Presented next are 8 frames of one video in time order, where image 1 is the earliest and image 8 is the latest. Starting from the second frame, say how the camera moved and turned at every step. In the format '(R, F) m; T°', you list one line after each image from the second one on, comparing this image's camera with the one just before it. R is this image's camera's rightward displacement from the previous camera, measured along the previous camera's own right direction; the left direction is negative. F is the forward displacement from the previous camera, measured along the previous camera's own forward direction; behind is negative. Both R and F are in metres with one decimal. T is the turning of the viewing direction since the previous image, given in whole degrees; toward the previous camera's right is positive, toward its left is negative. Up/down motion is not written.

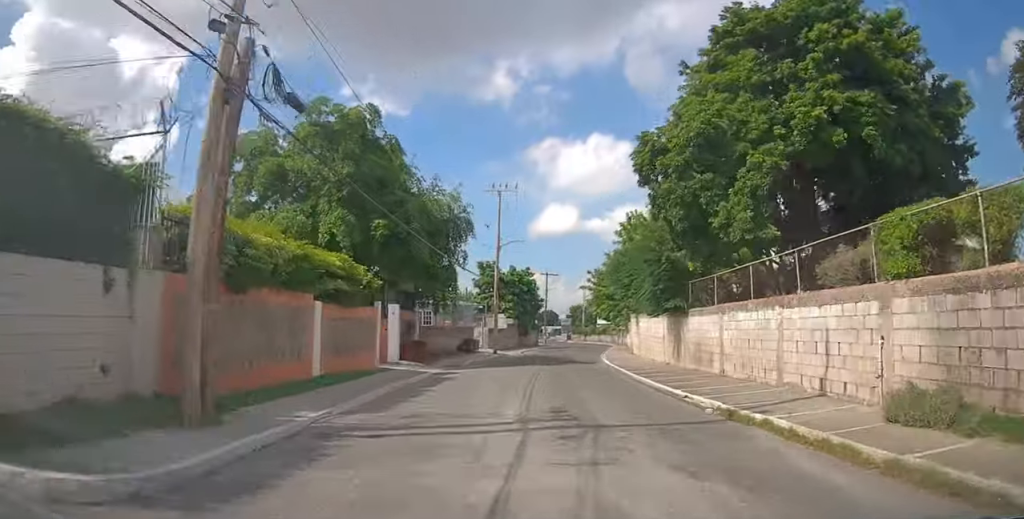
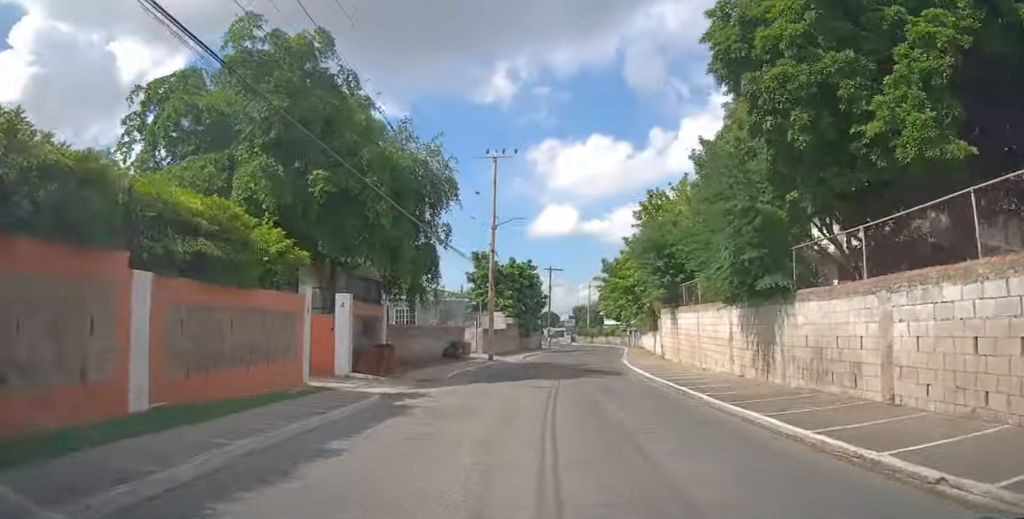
(+0.1, +7.7) m; +1°
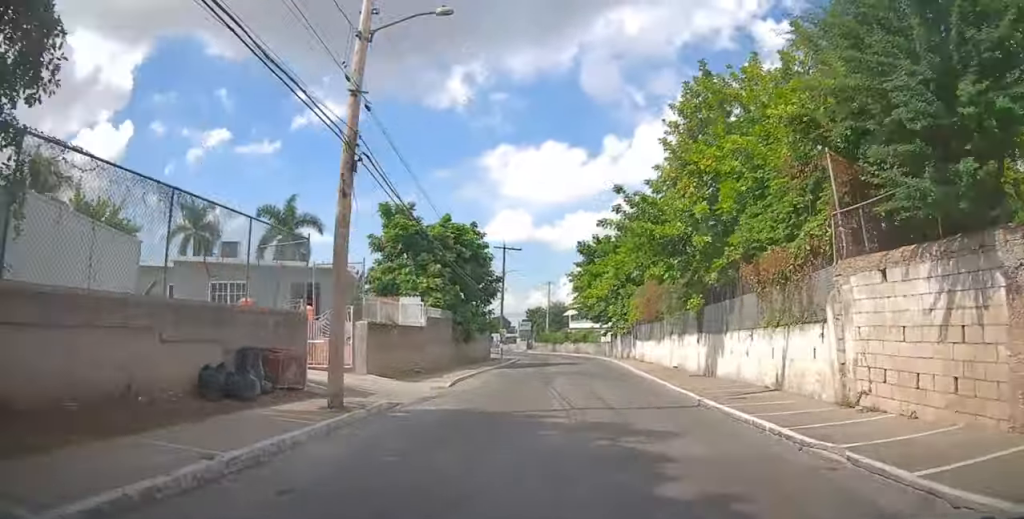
(+0.7, +19.8) m; +5°
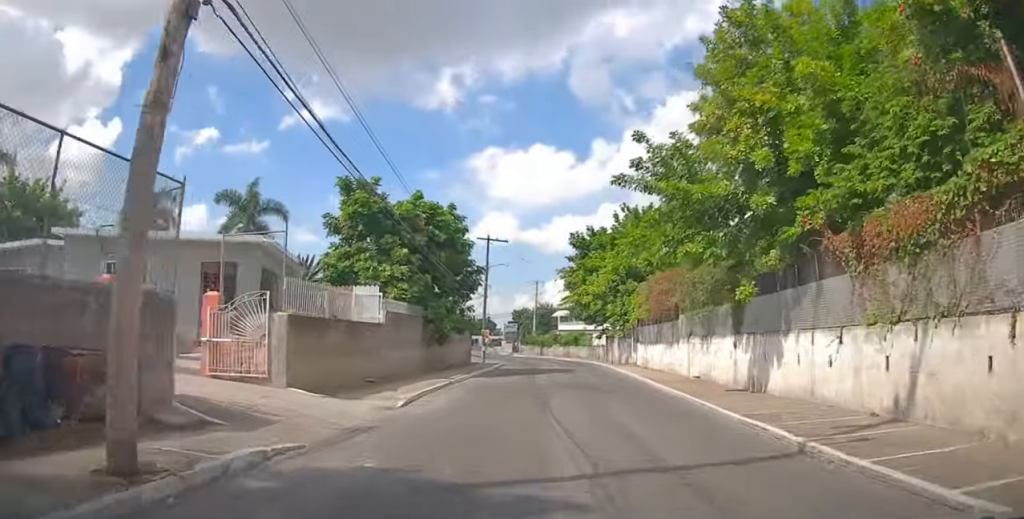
(+0.1, +5.3) m; +1°
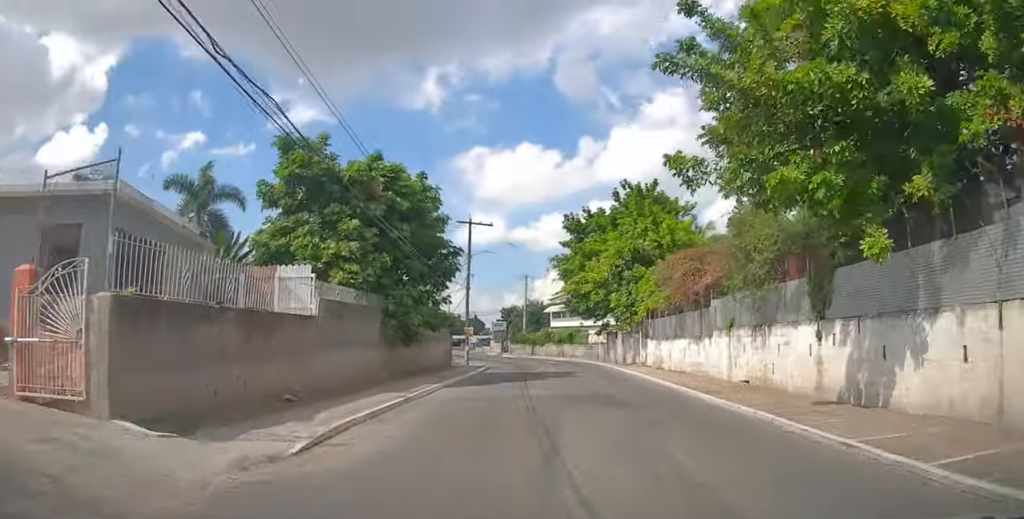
(+0.1, +5.6) m; +1°
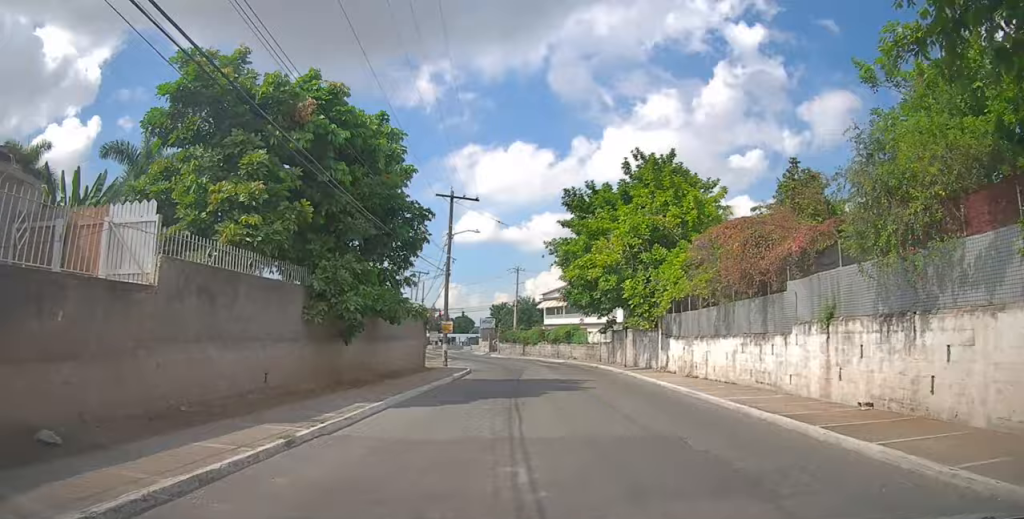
(0.0, +6.4) m; +1°
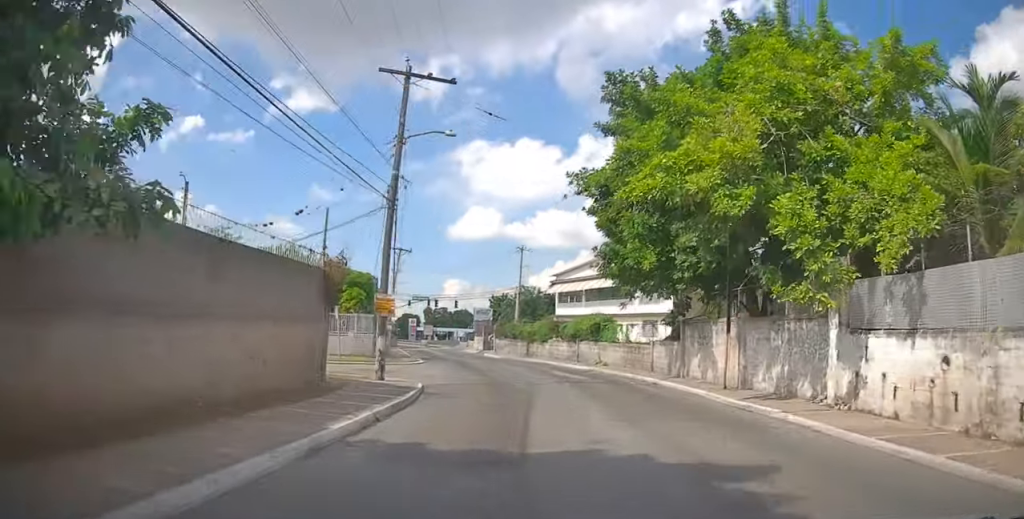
(+0.3, +14.5) m; +1°
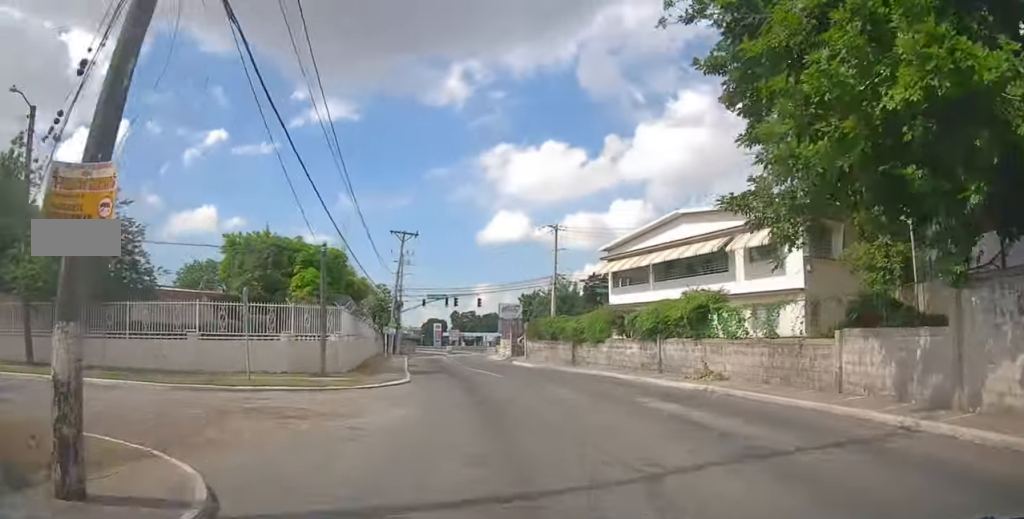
(-0.1, +12.6) m; -2°
